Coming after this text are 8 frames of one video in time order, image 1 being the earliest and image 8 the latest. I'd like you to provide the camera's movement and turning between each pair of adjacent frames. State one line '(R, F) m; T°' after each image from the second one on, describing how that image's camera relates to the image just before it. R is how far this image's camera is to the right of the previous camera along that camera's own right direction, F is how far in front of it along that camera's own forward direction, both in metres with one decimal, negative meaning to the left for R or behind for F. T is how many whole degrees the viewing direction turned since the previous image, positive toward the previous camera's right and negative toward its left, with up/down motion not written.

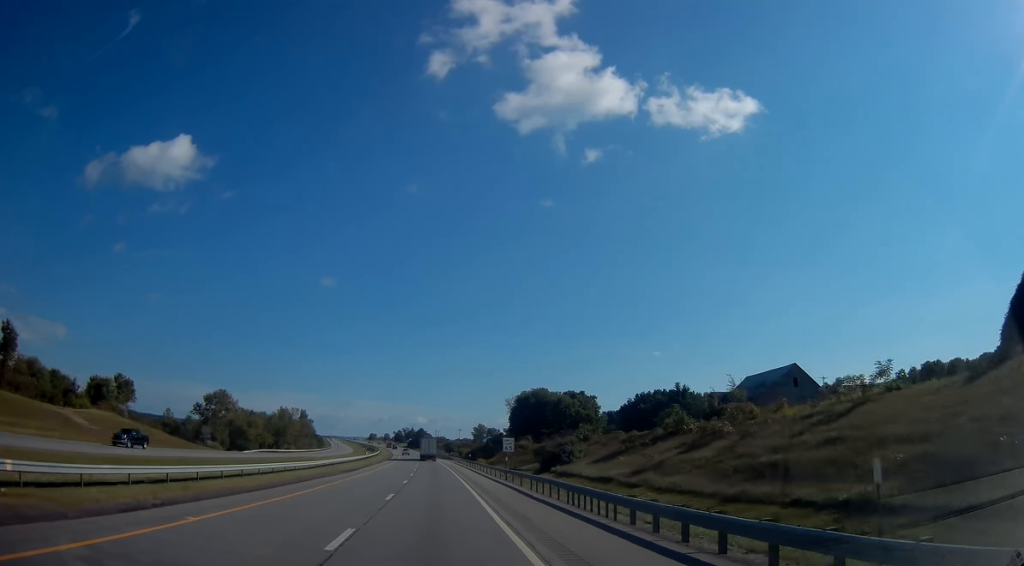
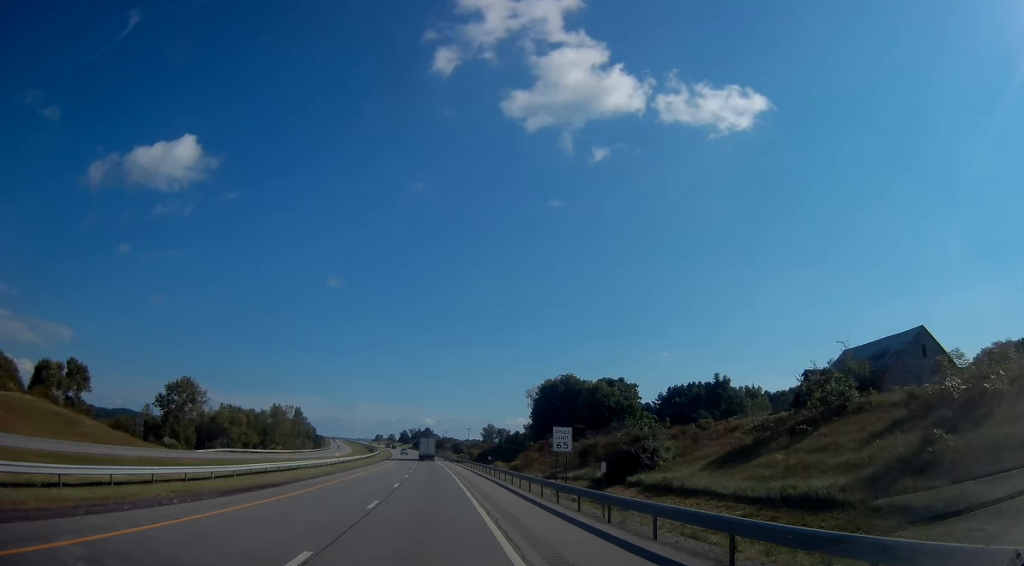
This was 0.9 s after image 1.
(+0.1, +27.9) m; -1°
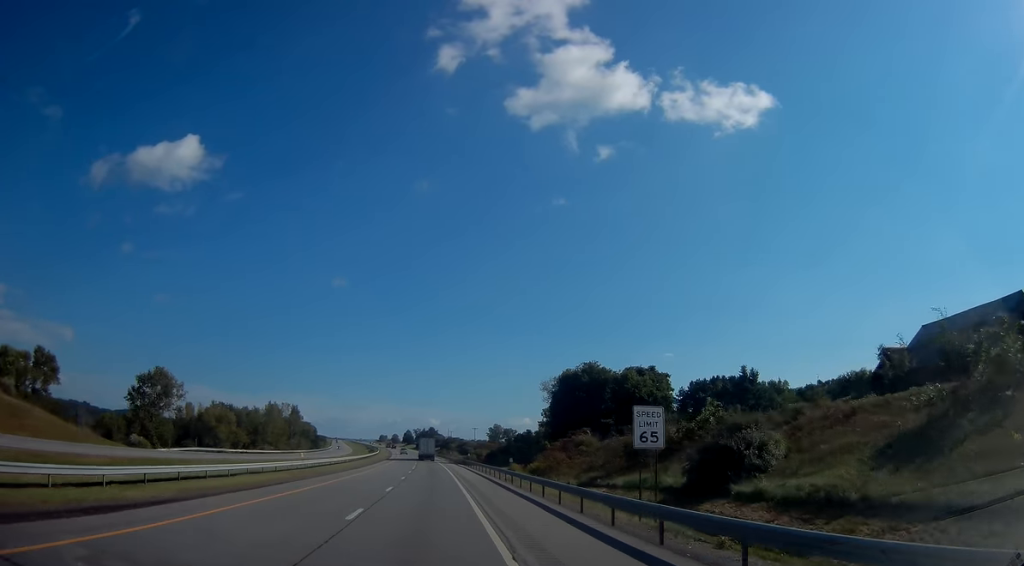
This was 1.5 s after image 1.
(-0.2, +15.9) m; -1°
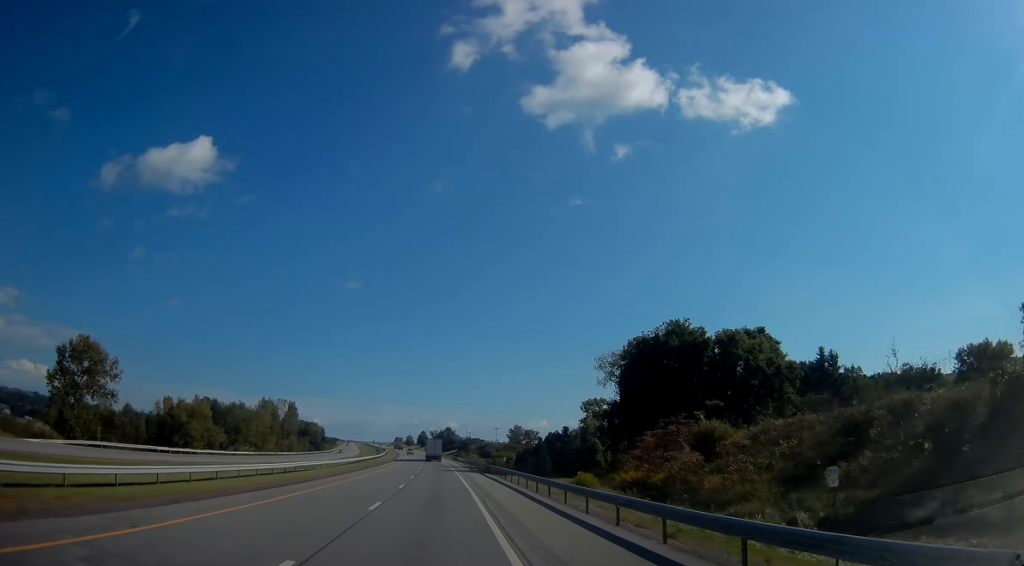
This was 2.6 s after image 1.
(-0.4, +33.8) m; -1°
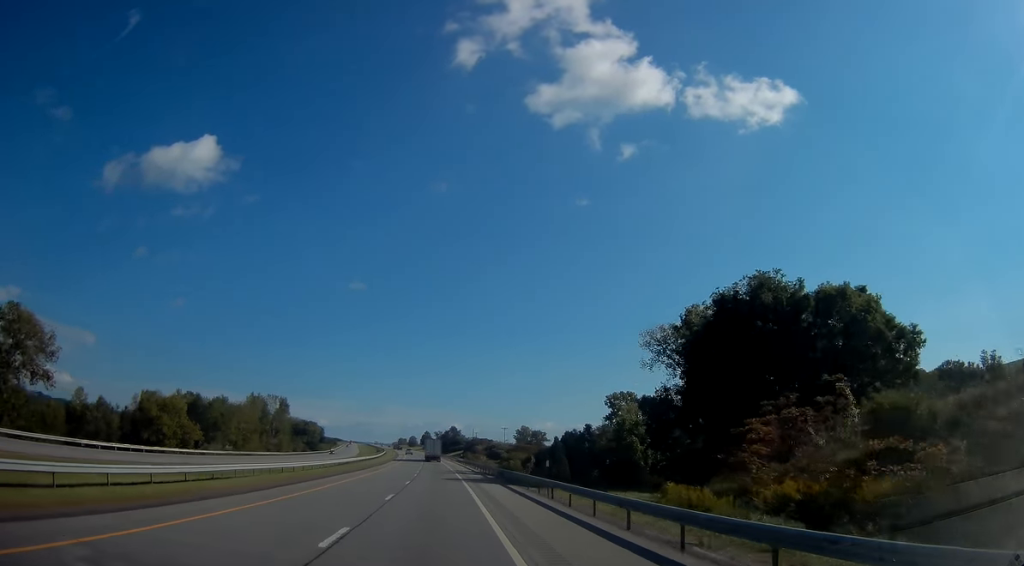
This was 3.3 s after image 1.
(0.0, +19.9) m; 0°
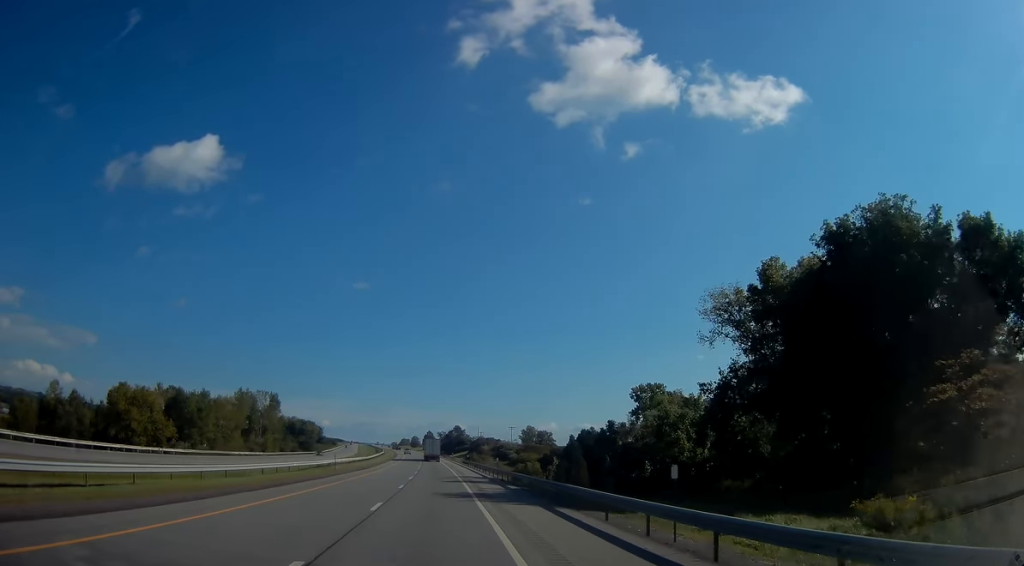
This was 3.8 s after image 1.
(0.0, +17.0) m; 0°
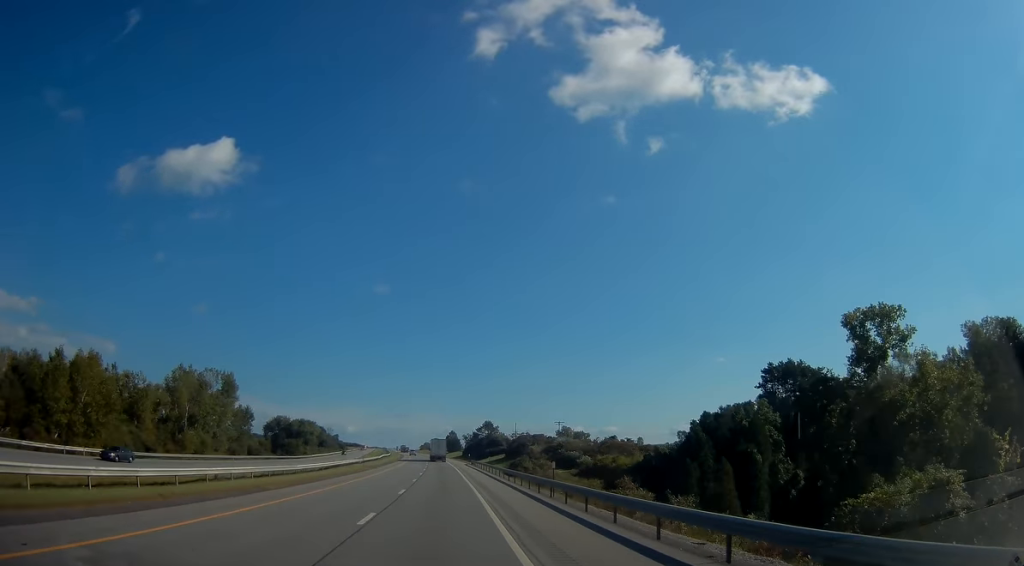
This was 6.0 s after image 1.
(-0.9, +64.9) m; -2°
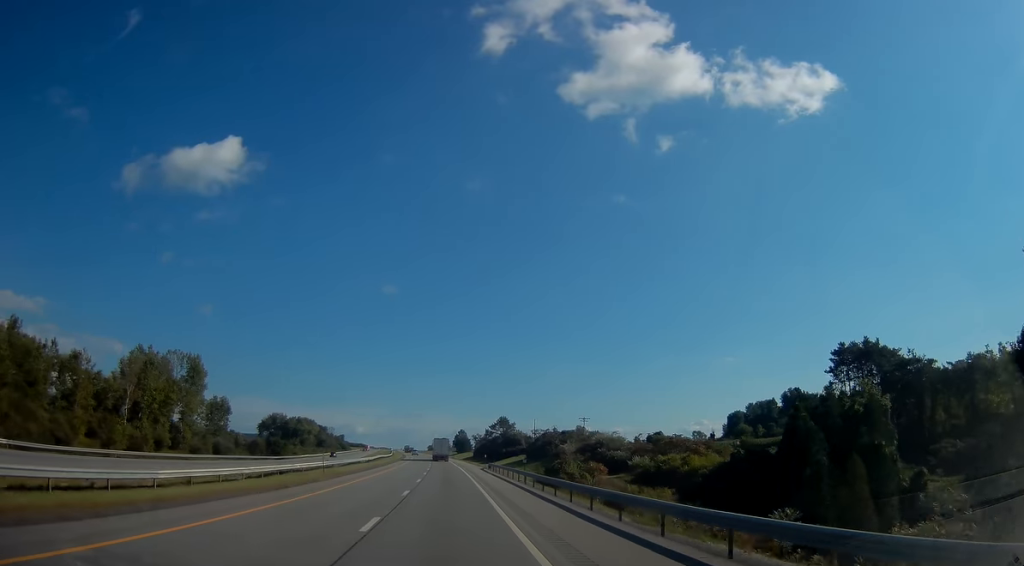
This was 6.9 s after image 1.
(-0.4, +25.9) m; -2°
